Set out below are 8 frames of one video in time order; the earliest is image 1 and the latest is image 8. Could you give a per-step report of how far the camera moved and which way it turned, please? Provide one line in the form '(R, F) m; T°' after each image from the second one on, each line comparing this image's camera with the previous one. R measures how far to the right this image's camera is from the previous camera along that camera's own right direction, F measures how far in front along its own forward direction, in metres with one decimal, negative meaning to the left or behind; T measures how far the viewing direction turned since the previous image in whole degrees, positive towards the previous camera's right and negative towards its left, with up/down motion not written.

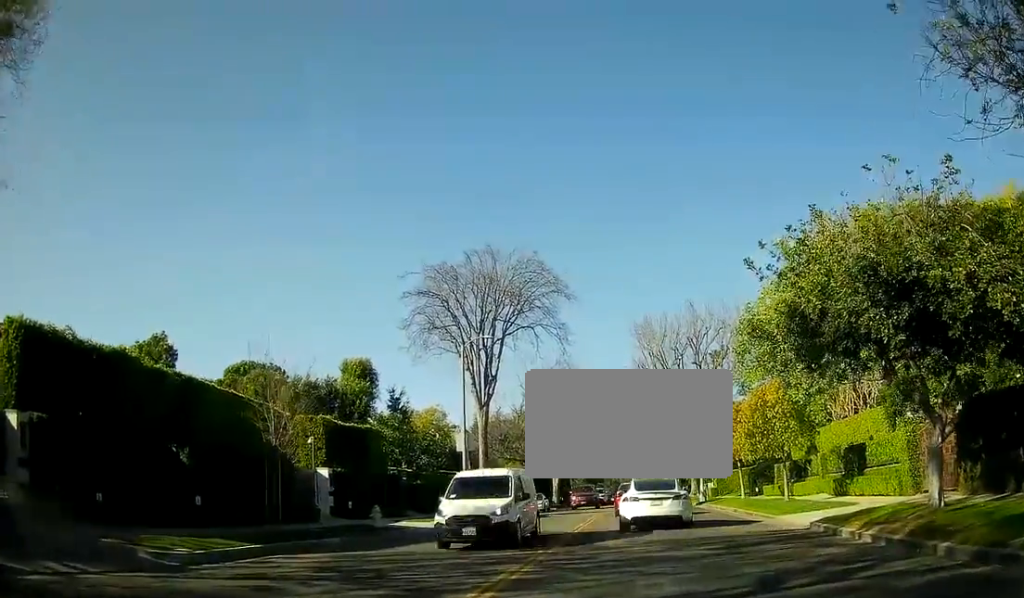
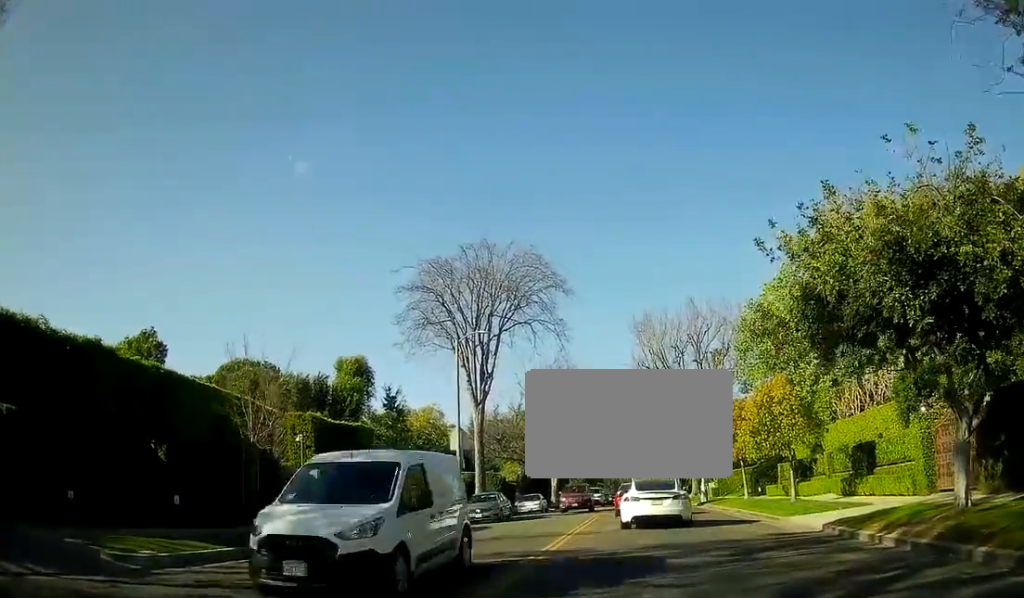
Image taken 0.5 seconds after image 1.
(0.0, +1.3) m; 0°
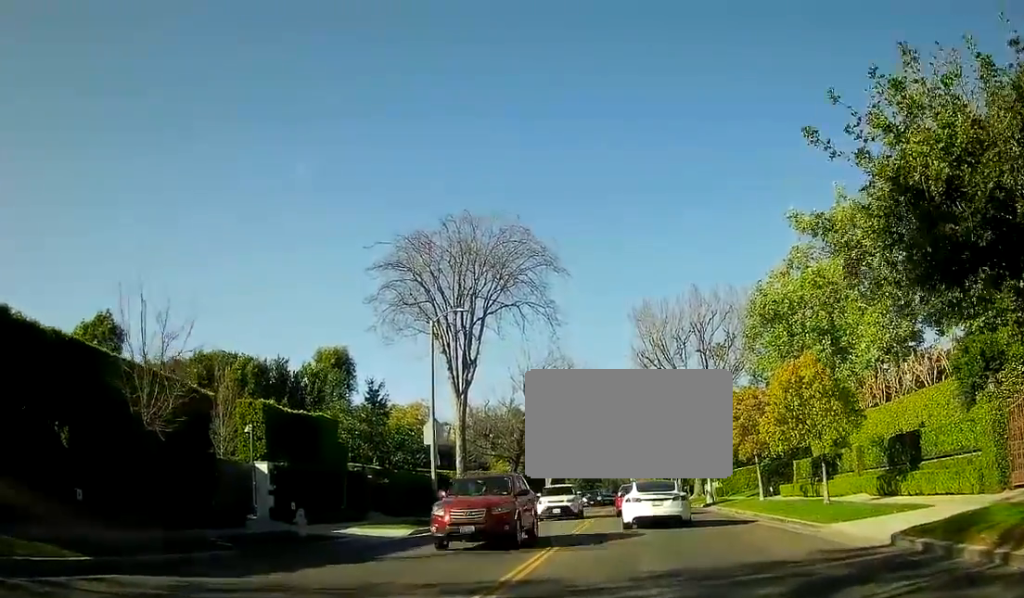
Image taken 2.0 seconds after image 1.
(0.0, +4.7) m; 0°
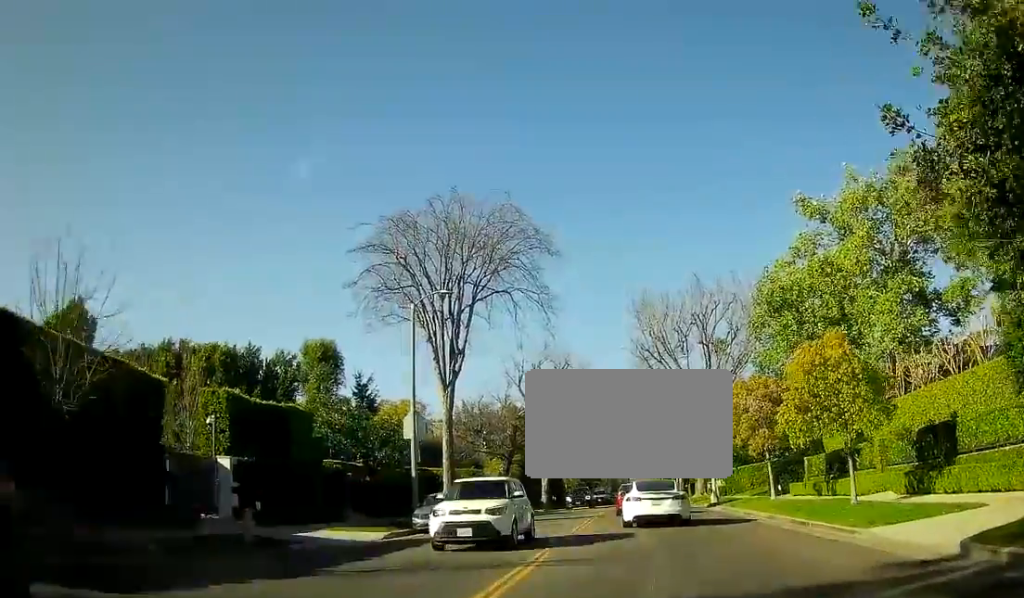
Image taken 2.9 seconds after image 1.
(0.0, +3.1) m; 0°
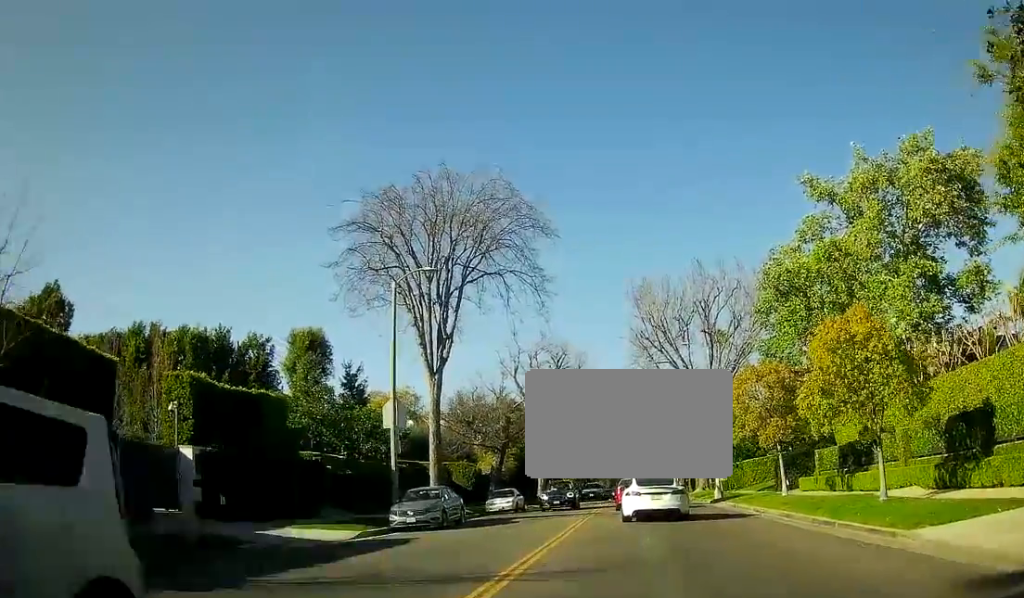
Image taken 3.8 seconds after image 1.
(0.0, +2.8) m; 0°
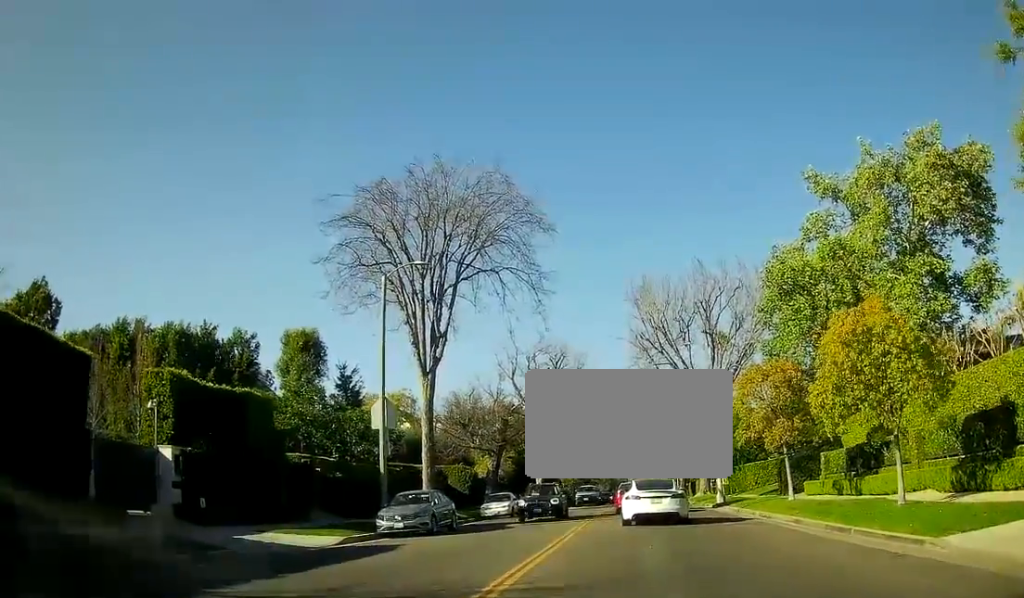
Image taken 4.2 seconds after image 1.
(0.0, +1.4) m; 0°
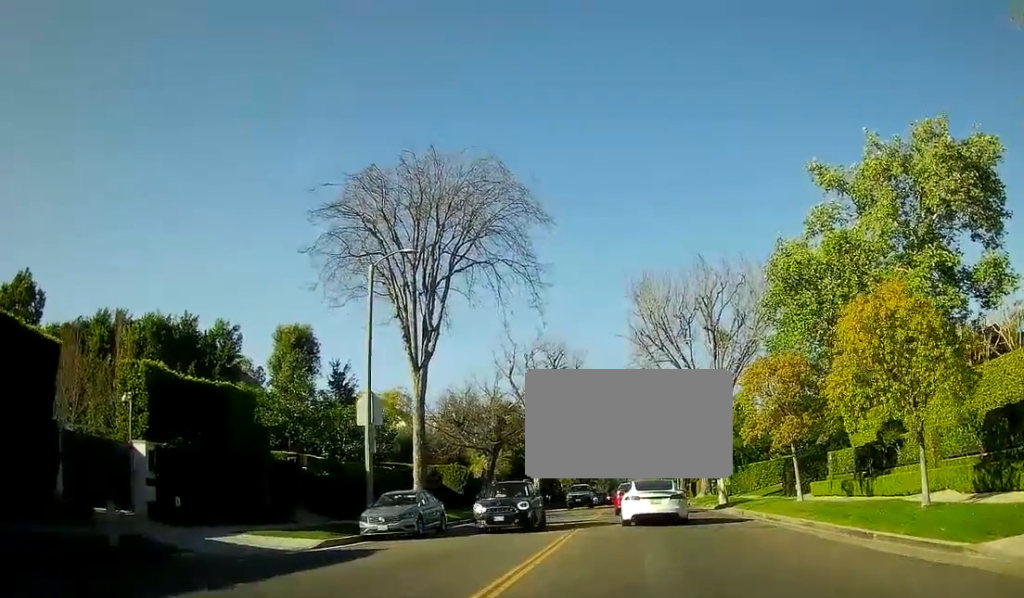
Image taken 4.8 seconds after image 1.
(0.0, +1.6) m; 0°
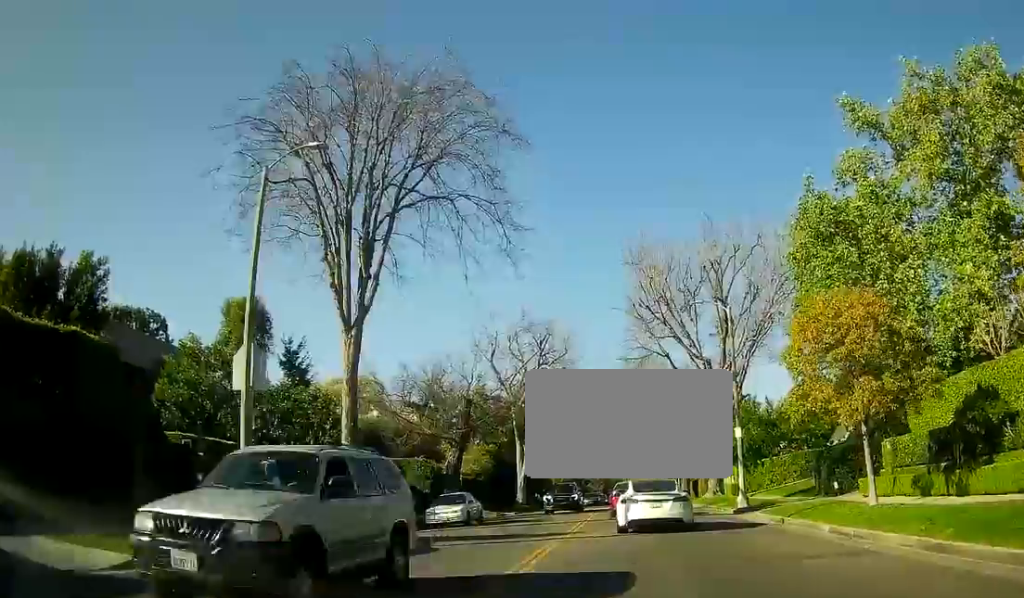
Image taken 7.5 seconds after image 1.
(0.0, +8.0) m; 0°
